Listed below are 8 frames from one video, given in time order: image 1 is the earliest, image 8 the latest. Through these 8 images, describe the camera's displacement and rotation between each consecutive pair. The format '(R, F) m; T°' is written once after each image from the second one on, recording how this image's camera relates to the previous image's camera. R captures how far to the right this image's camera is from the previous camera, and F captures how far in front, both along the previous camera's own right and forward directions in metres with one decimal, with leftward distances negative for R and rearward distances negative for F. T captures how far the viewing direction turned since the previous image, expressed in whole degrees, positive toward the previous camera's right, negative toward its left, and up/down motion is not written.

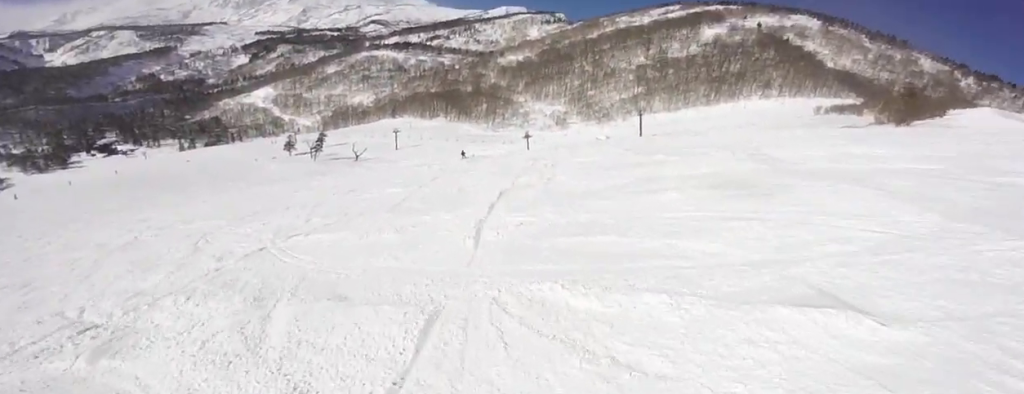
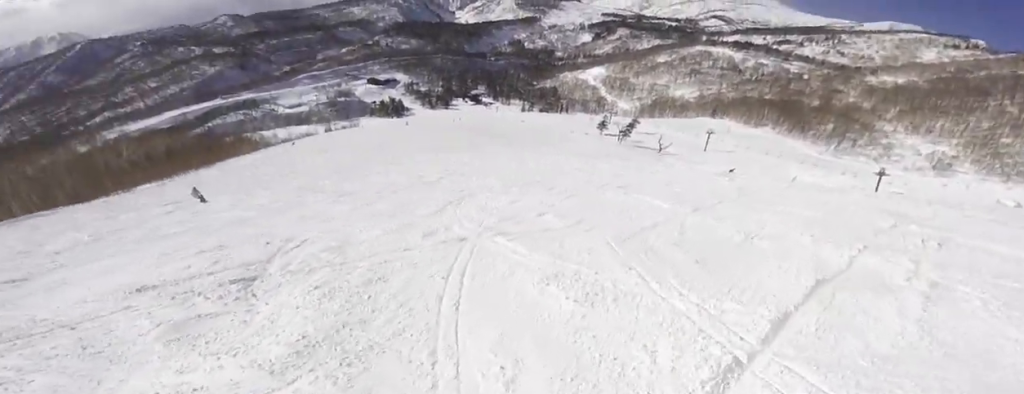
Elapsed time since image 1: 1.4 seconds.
(-1.0, +5.2) m; -45°
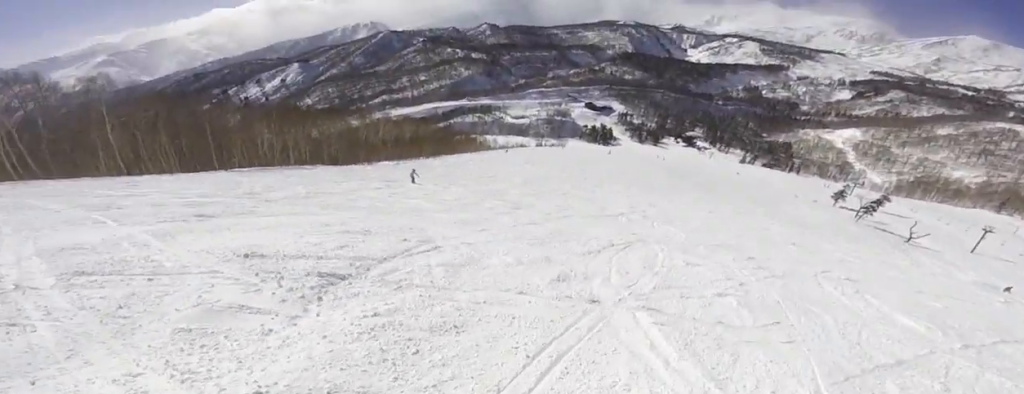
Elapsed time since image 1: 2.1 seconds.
(-0.9, +2.5) m; -14°
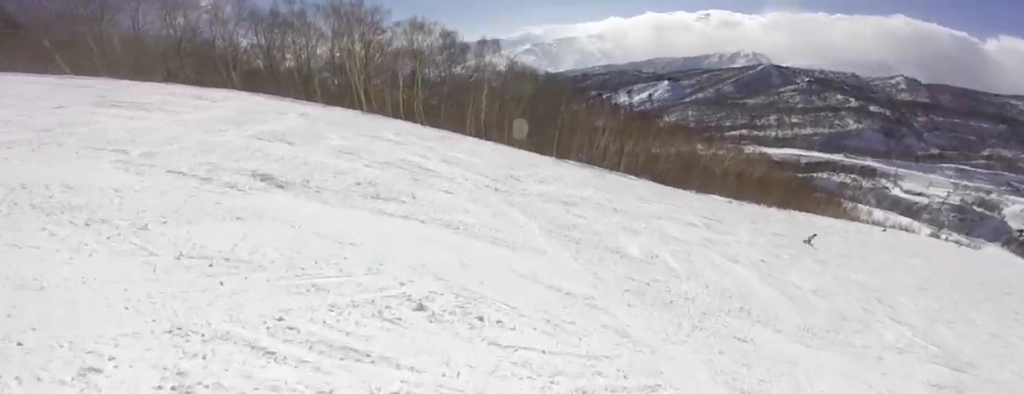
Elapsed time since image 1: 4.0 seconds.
(-1.1, +8.6) m; -12°
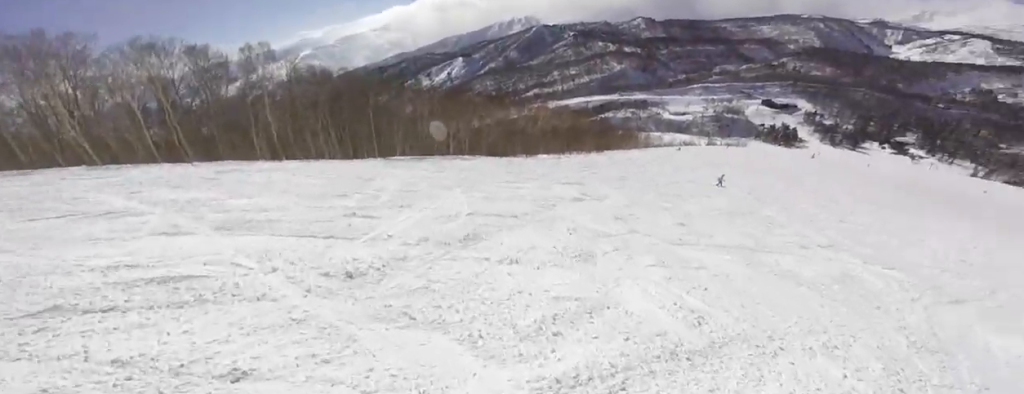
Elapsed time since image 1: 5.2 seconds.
(-0.5, +4.9) m; -6°
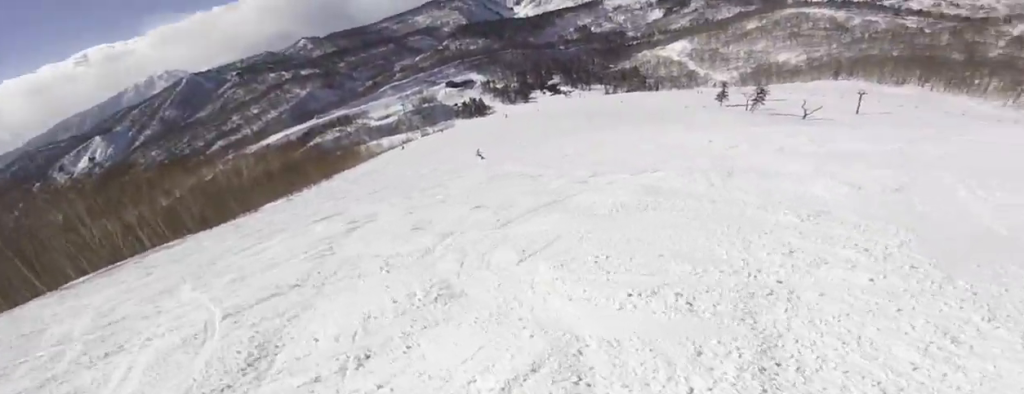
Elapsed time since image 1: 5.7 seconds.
(0.0, +2.2) m; +2°
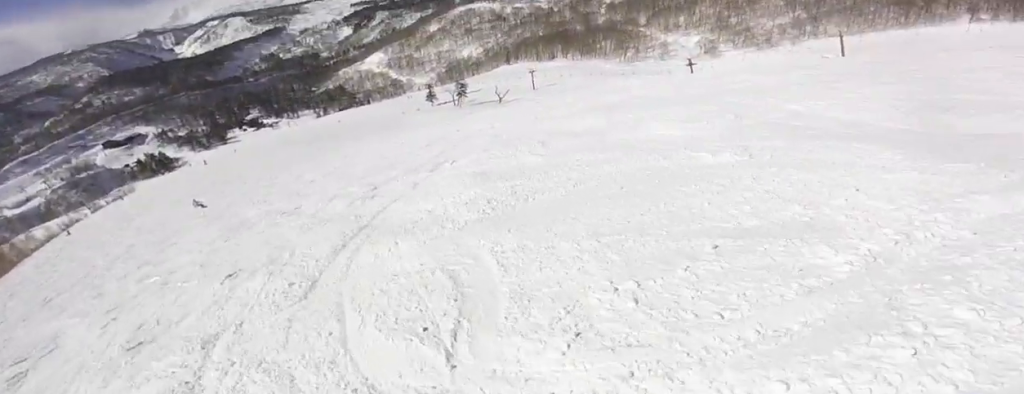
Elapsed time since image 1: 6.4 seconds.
(-0.1, +2.9) m; +21°
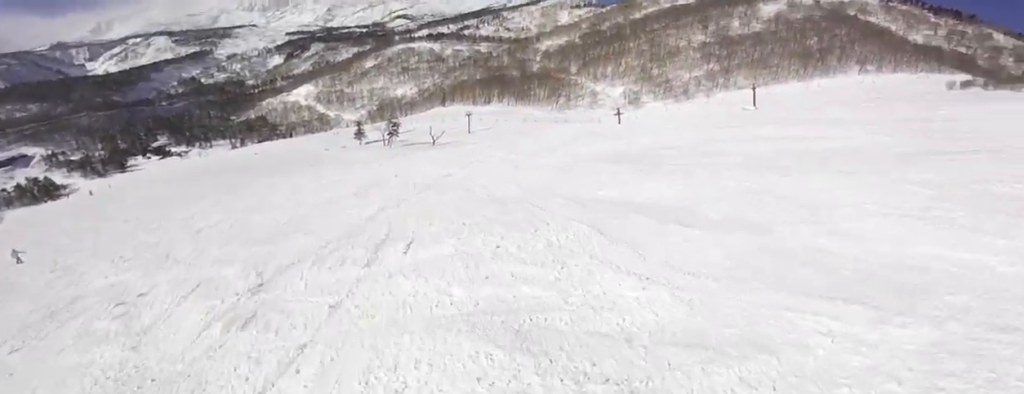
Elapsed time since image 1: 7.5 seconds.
(+1.9, +3.5) m; +47°
